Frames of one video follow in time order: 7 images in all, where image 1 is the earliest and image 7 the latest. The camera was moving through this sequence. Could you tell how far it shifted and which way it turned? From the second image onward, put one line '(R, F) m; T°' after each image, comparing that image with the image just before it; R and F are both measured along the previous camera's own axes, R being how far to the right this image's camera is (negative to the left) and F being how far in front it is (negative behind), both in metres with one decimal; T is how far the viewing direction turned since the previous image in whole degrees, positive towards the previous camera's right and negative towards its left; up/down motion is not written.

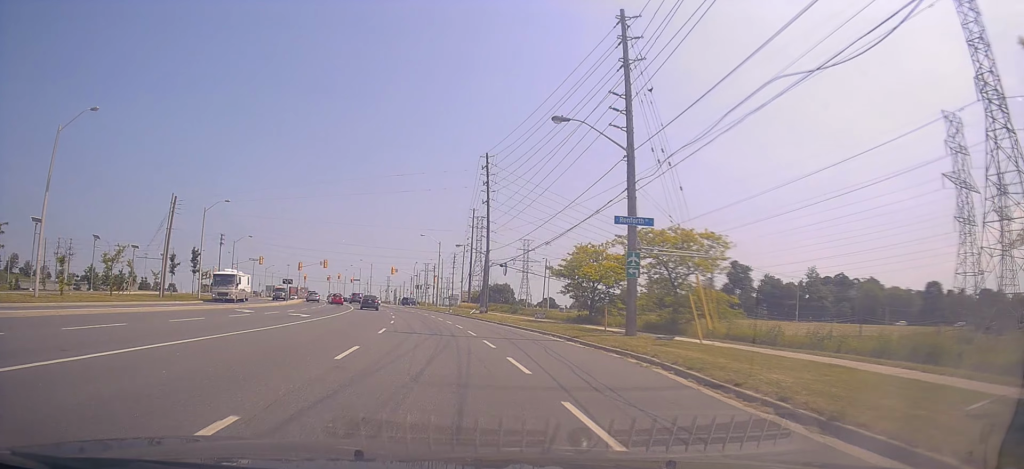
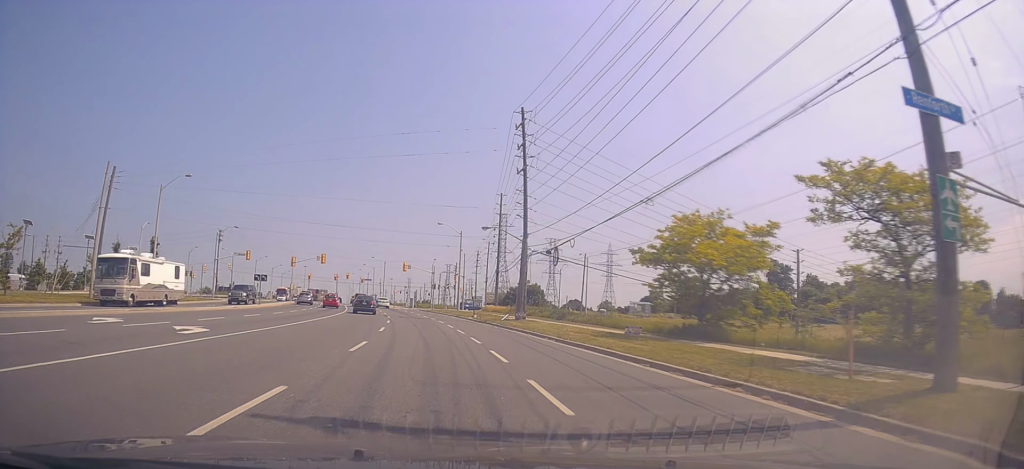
(-0.2, +15.2) m; -1°
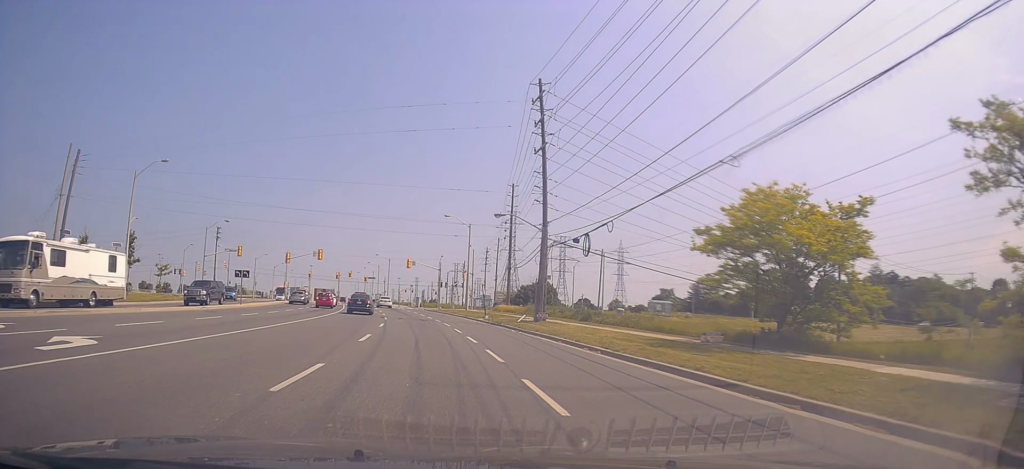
(0.0, +6.1) m; -1°
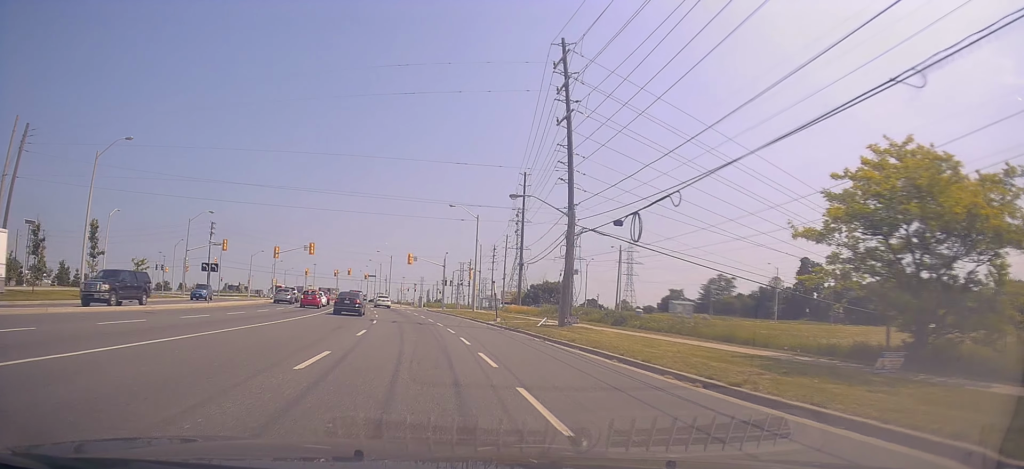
(+0.1, +7.1) m; -2°
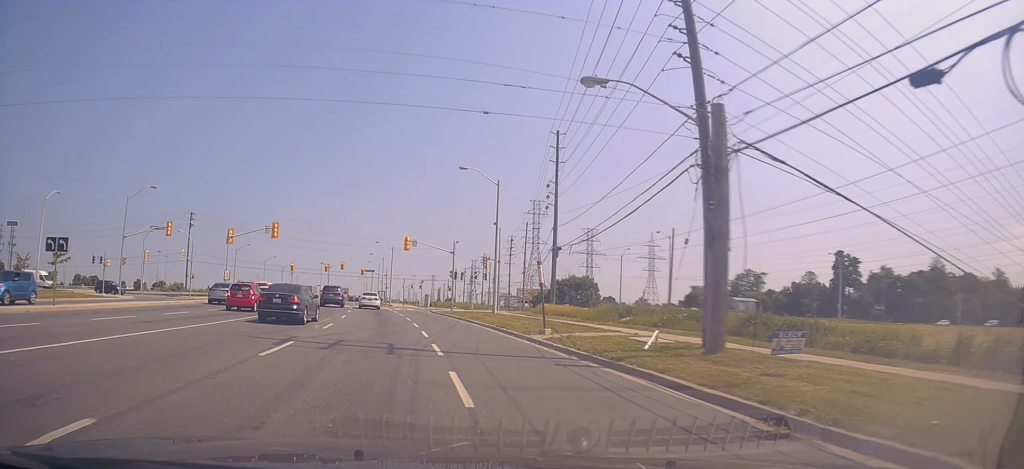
(-0.9, +16.6) m; -3°
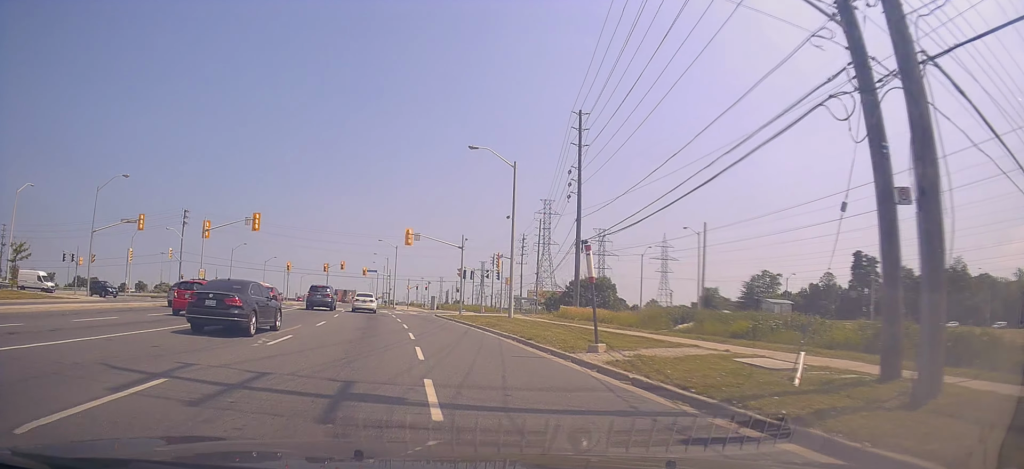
(0.0, +6.8) m; 0°
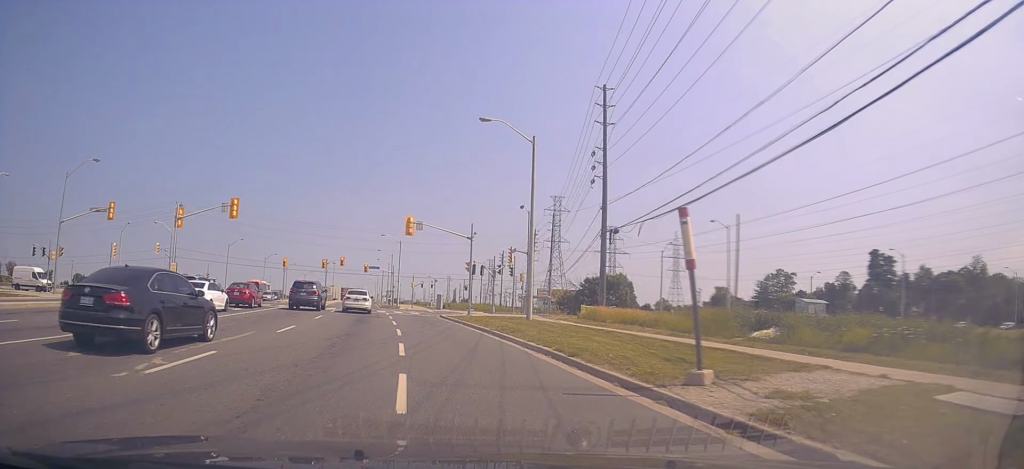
(0.0, +6.1) m; 0°
